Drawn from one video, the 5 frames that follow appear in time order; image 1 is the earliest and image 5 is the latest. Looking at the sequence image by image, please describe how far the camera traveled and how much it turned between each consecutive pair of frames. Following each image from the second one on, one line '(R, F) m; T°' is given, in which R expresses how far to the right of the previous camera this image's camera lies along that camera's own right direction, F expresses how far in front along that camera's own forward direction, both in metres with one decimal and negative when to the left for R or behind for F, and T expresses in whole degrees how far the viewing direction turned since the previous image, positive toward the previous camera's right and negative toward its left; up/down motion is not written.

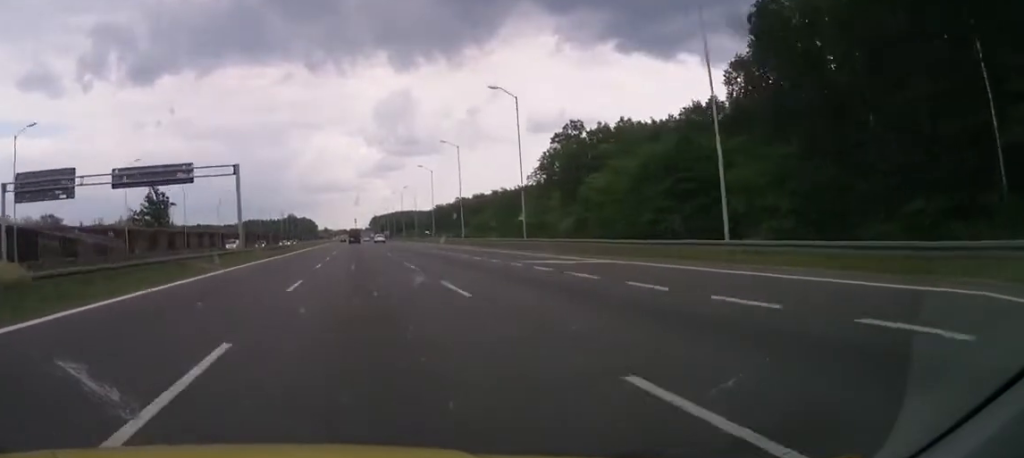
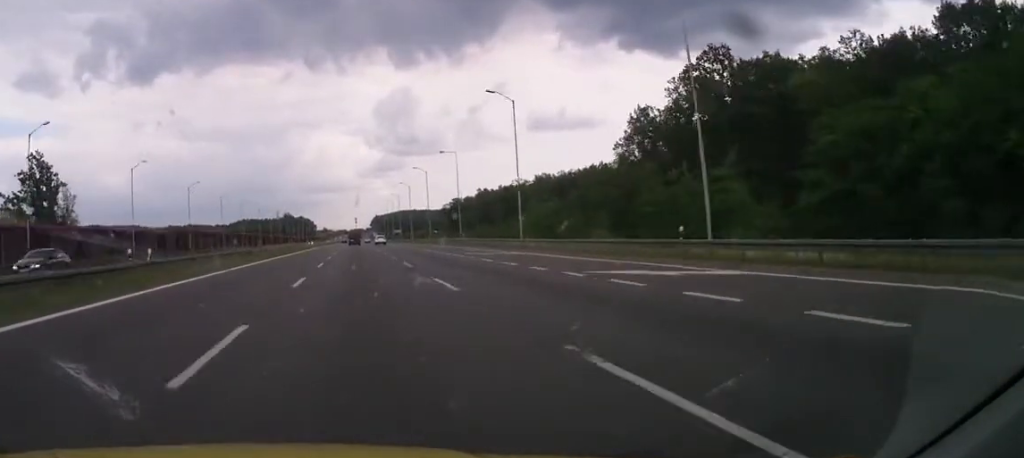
(+0.3, +59.4) m; +1°
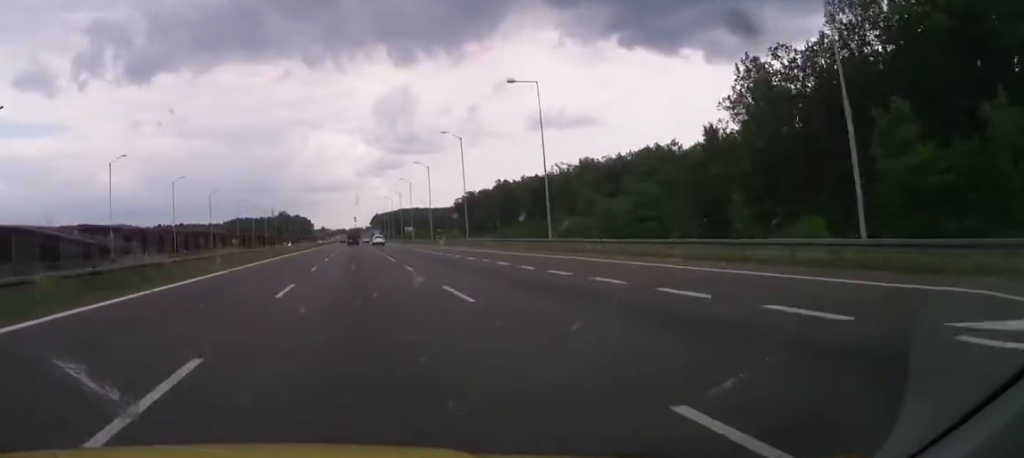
(0.0, +39.3) m; 0°
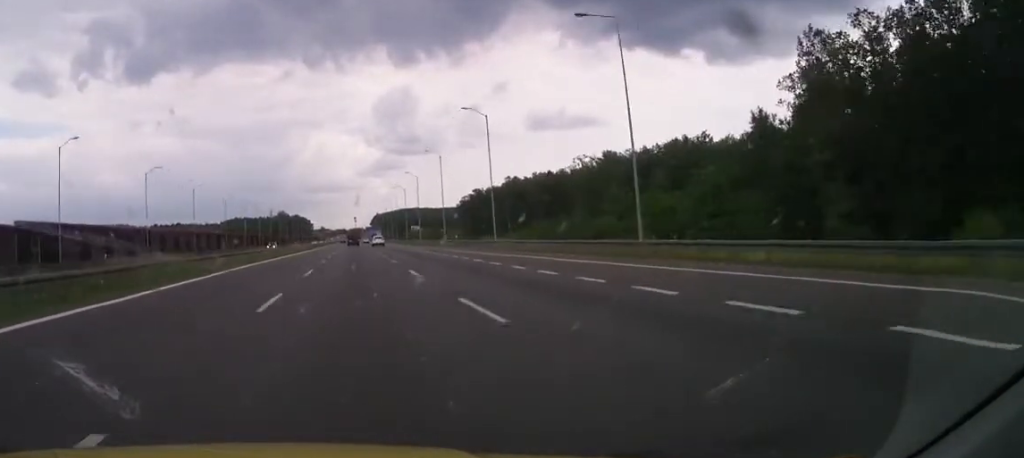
(-0.2, +15.0) m; 0°
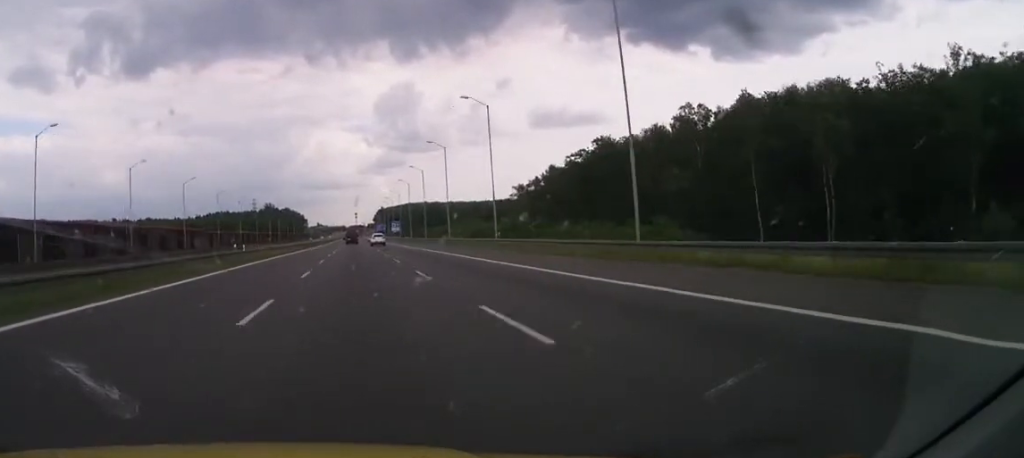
(+0.1, +123.4) m; -1°
